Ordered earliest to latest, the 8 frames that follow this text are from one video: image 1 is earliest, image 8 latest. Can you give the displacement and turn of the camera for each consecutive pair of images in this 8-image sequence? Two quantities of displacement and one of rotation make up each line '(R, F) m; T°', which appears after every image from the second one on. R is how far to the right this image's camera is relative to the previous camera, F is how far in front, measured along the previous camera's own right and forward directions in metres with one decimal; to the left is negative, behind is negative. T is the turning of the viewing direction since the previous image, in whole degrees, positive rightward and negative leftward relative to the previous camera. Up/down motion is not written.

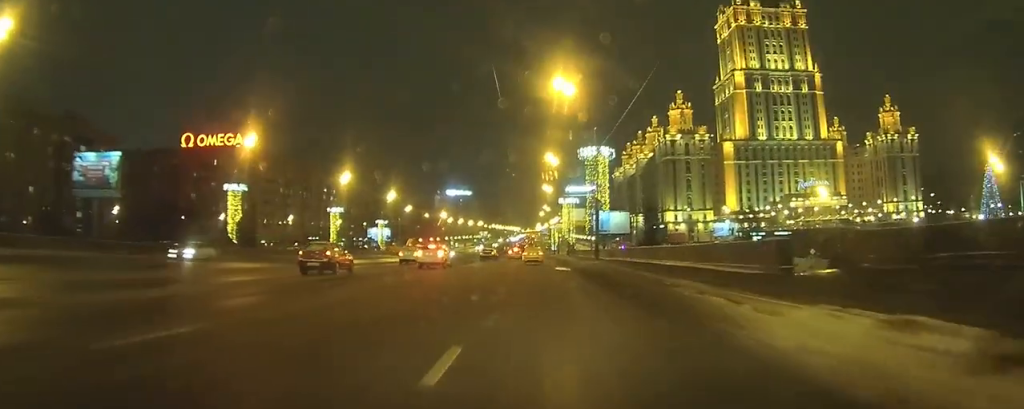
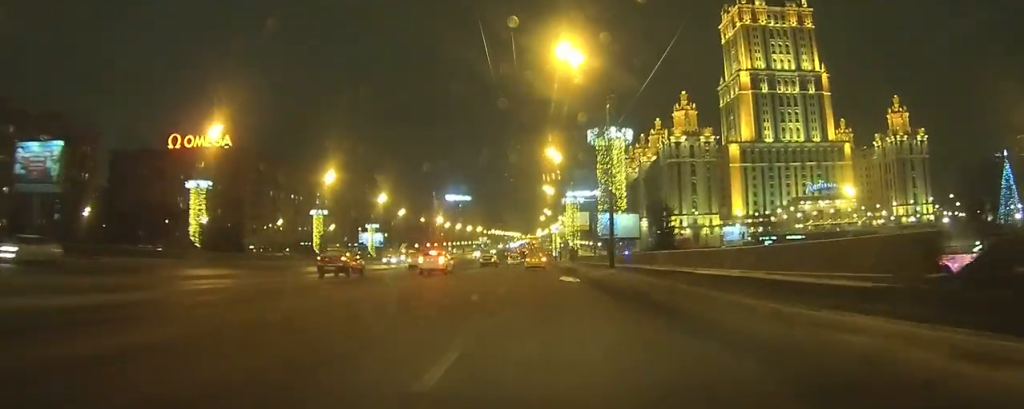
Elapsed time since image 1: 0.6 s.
(0.0, +8.4) m; 0°
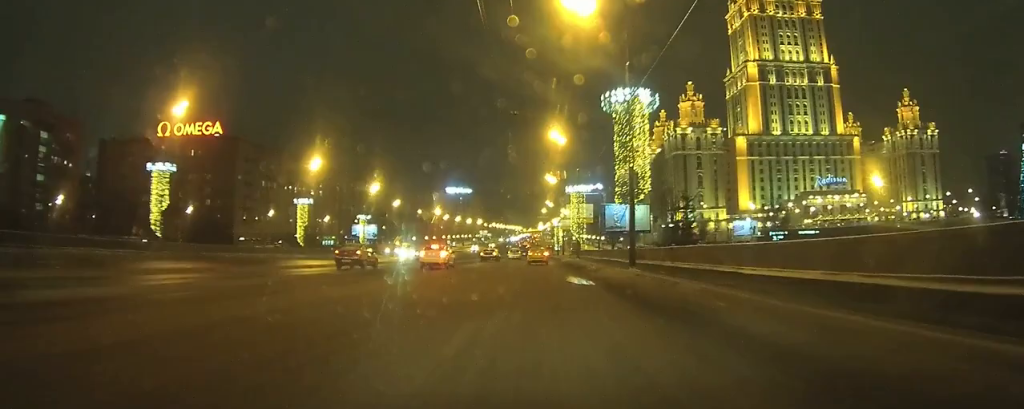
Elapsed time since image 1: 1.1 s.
(-0.1, +7.6) m; 0°
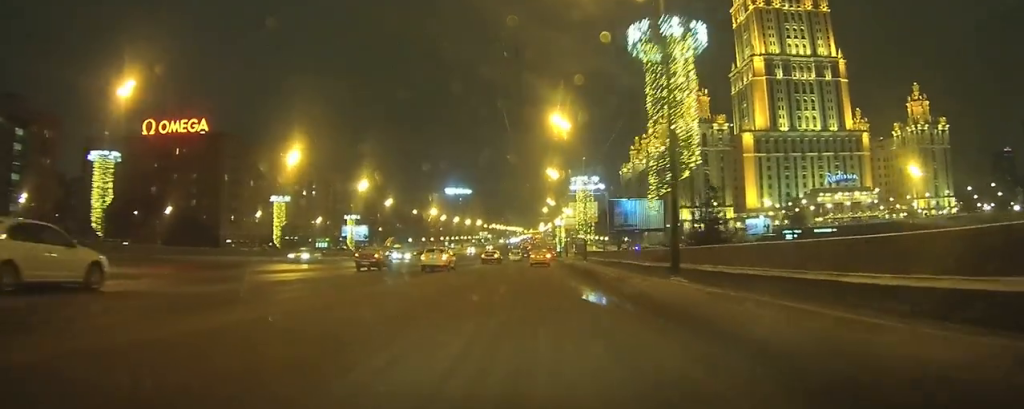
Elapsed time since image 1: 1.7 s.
(0.0, +9.0) m; 0°
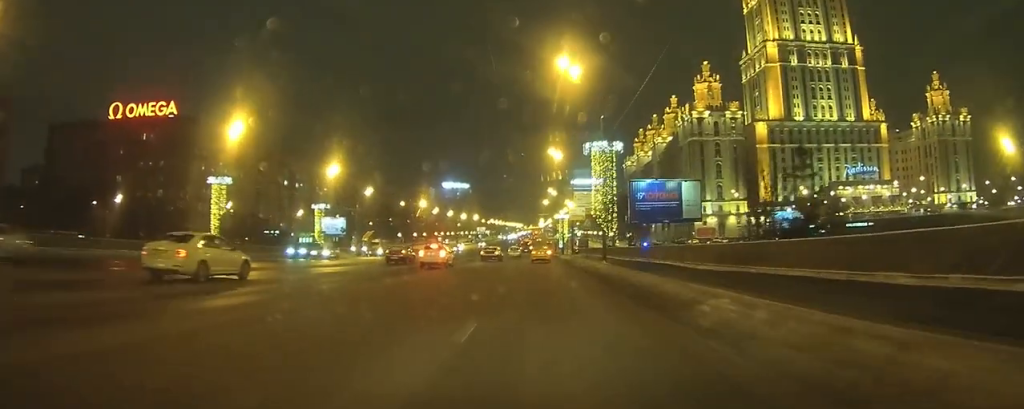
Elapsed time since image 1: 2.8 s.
(0.0, +15.9) m; 0°
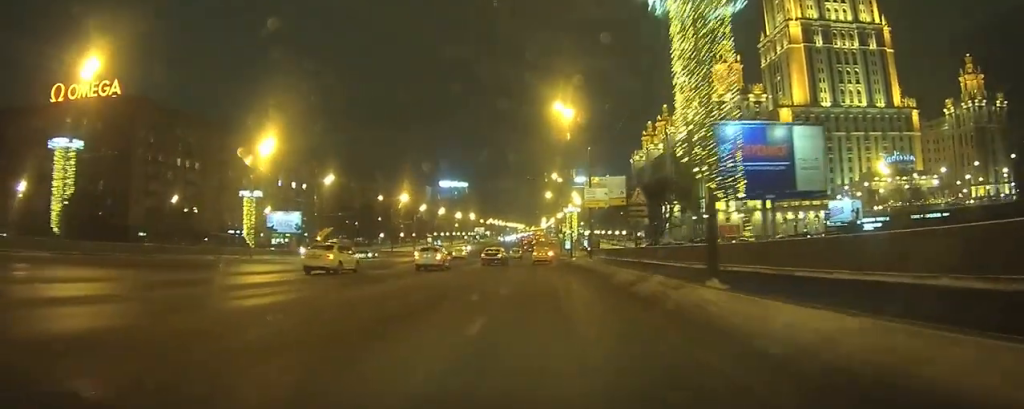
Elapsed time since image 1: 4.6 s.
(-0.1, +19.9) m; 0°
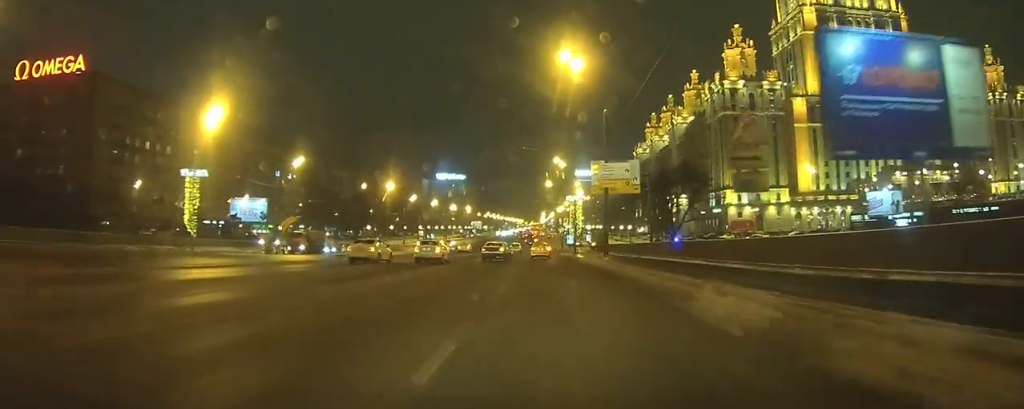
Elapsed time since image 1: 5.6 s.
(0.0, +10.5) m; 0°
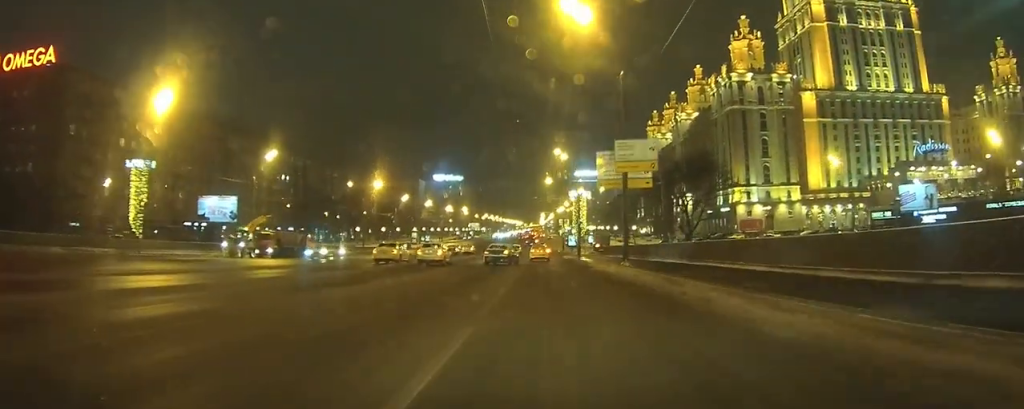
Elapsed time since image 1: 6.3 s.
(0.0, +7.8) m; 0°
